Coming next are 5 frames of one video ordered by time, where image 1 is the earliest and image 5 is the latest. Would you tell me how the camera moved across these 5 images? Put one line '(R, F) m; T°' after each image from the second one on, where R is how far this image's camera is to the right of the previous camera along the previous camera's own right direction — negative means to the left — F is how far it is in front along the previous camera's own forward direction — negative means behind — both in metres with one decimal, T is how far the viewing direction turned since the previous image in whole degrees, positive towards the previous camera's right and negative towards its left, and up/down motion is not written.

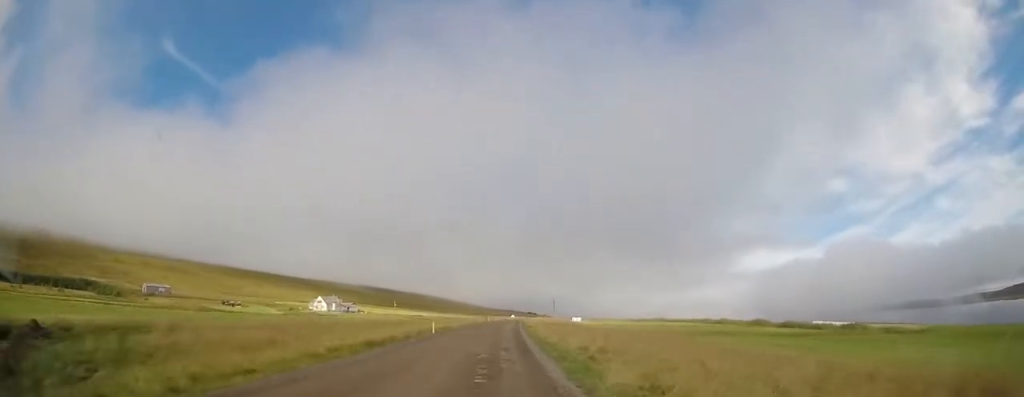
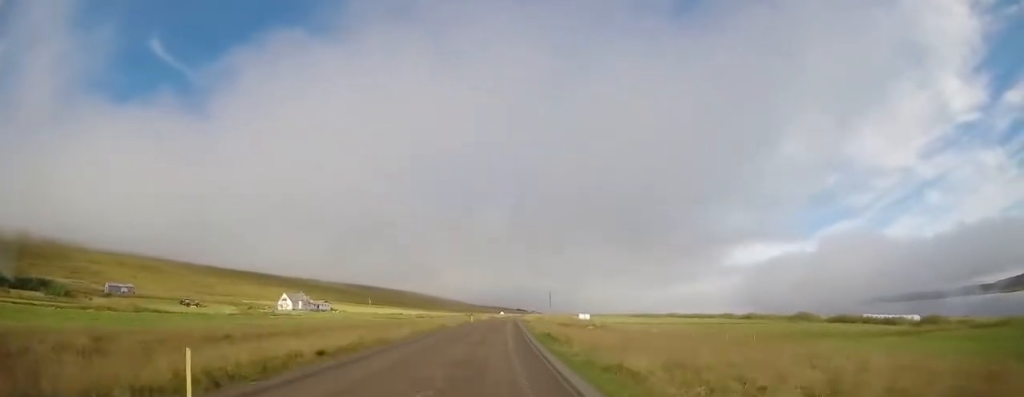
(+0.4, +24.4) m; +2°
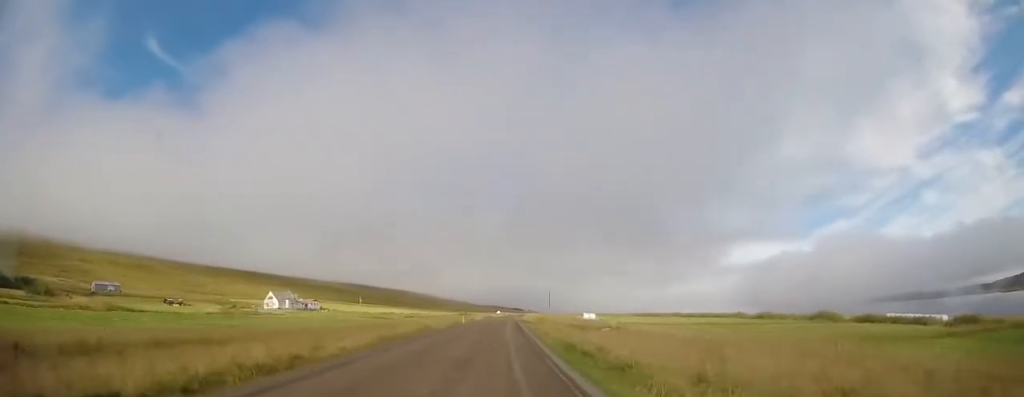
(0.0, +9.1) m; 0°
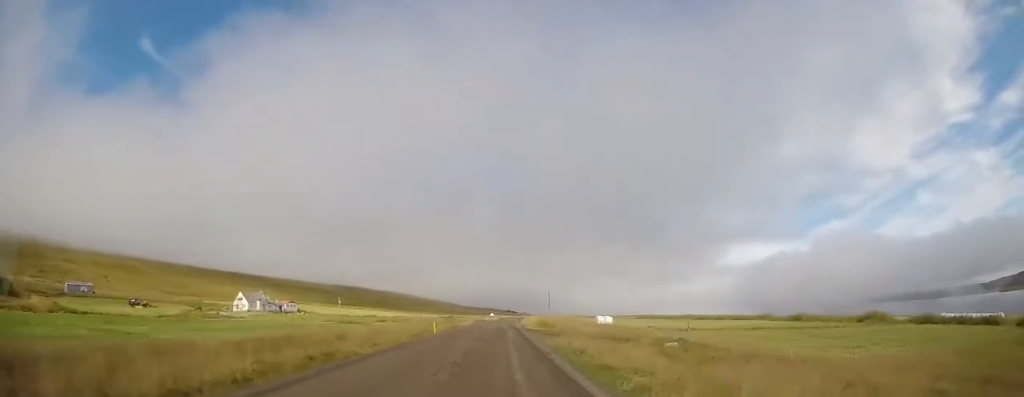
(-0.1, +17.8) m; 0°
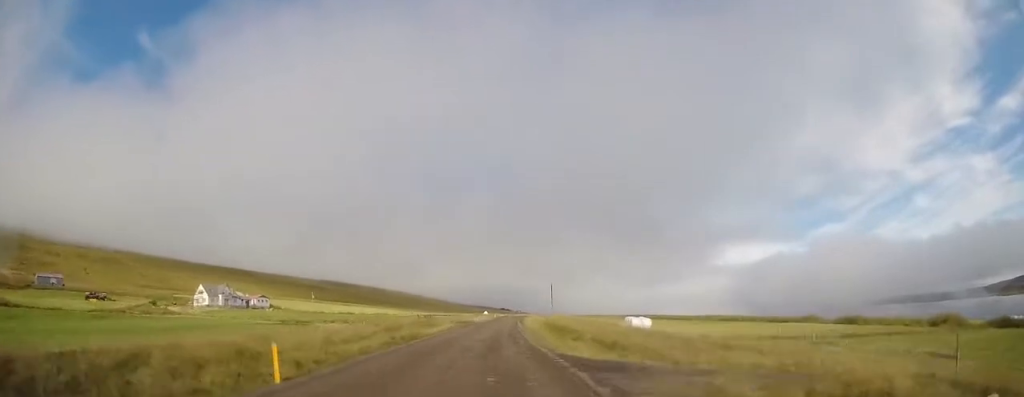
(+0.3, +20.4) m; +2°
